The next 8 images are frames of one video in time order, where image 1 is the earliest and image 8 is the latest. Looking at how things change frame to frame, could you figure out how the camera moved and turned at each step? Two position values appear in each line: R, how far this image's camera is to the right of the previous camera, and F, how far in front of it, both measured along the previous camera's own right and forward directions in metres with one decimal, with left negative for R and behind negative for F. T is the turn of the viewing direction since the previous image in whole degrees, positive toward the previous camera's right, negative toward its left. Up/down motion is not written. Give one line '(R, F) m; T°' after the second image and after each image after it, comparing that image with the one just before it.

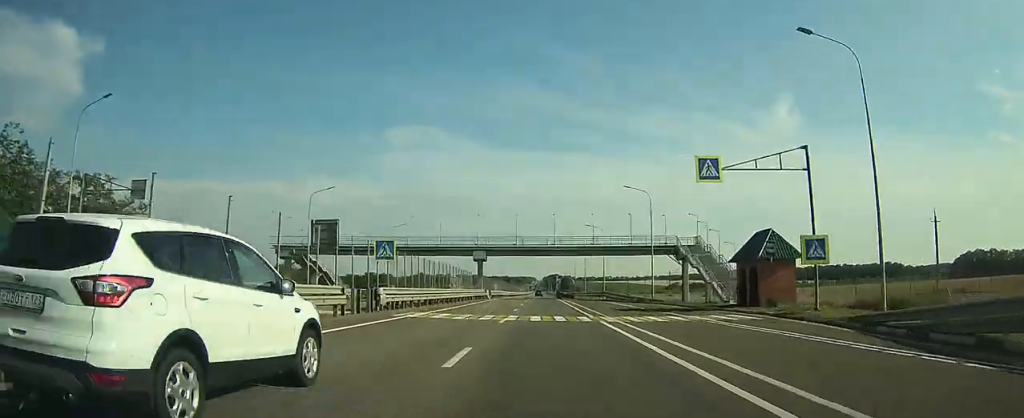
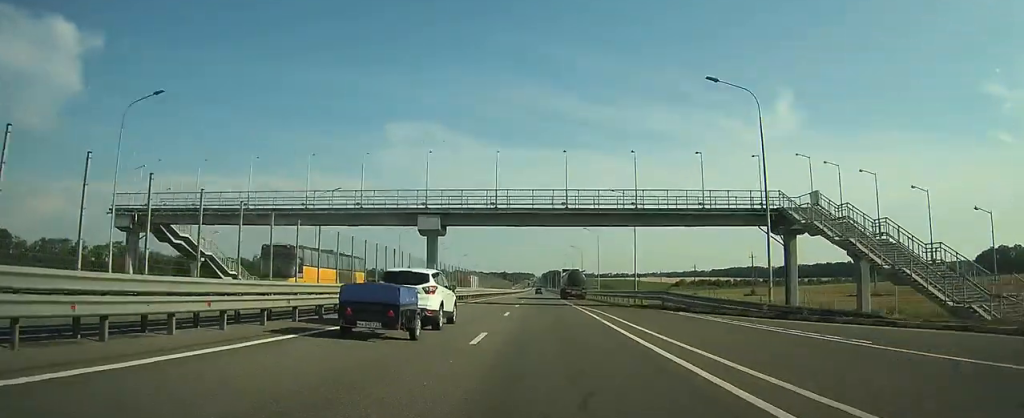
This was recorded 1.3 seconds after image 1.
(-0.8, +30.8) m; -2°
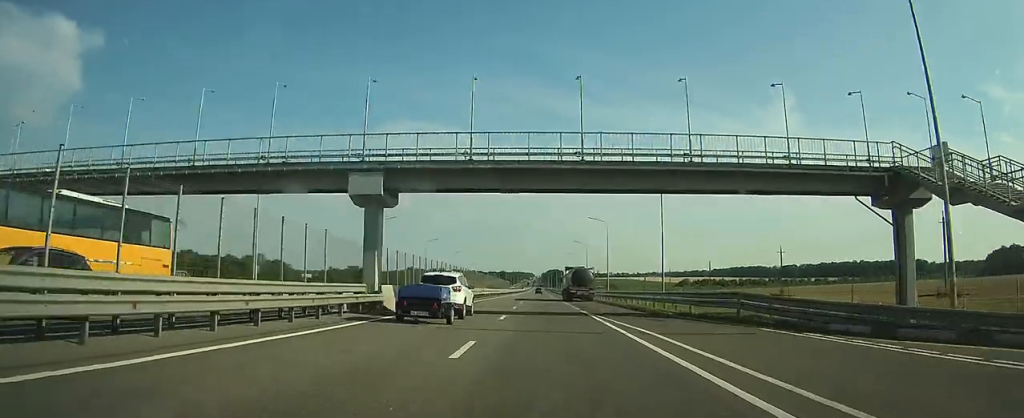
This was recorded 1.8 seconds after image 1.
(+0.2, +13.2) m; 0°
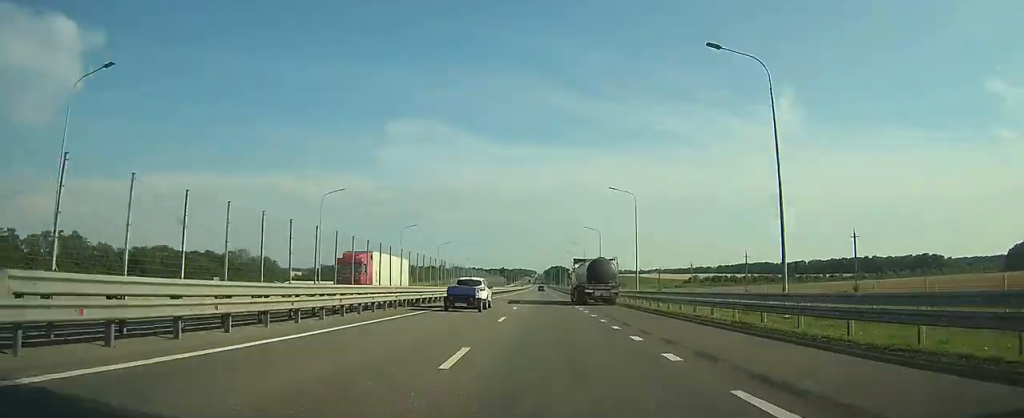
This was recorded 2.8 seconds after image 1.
(+0.2, +23.1) m; 0°
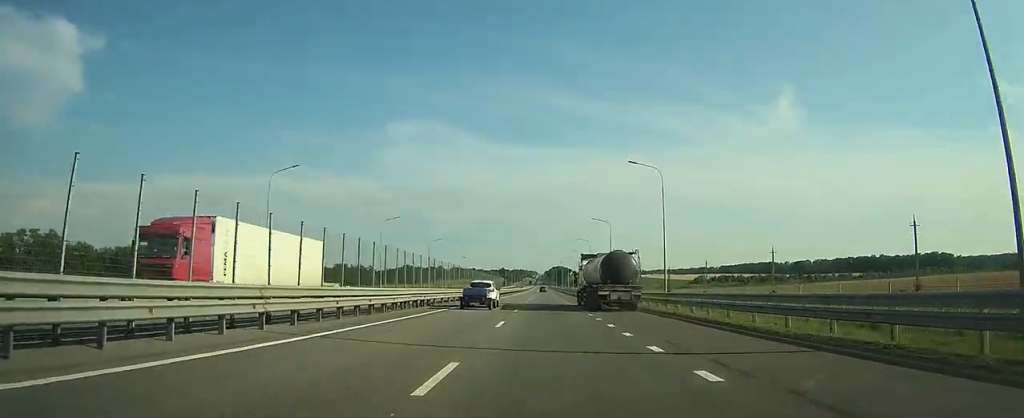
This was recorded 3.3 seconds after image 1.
(0.0, +13.0) m; 0°
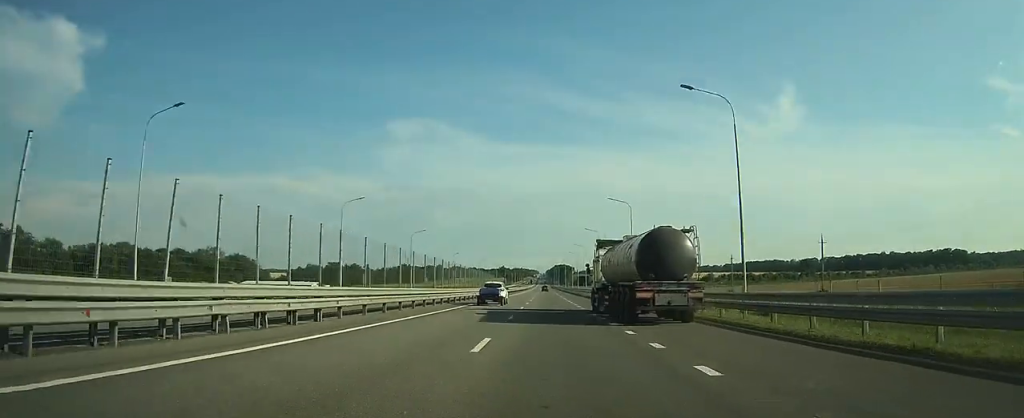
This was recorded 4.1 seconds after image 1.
(-0.1, +18.8) m; 0°
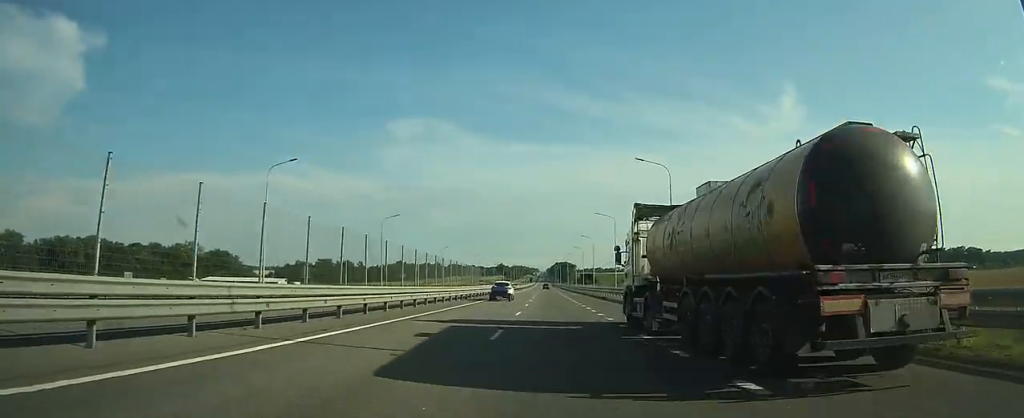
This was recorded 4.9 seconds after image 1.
(0.0, +21.1) m; 0°
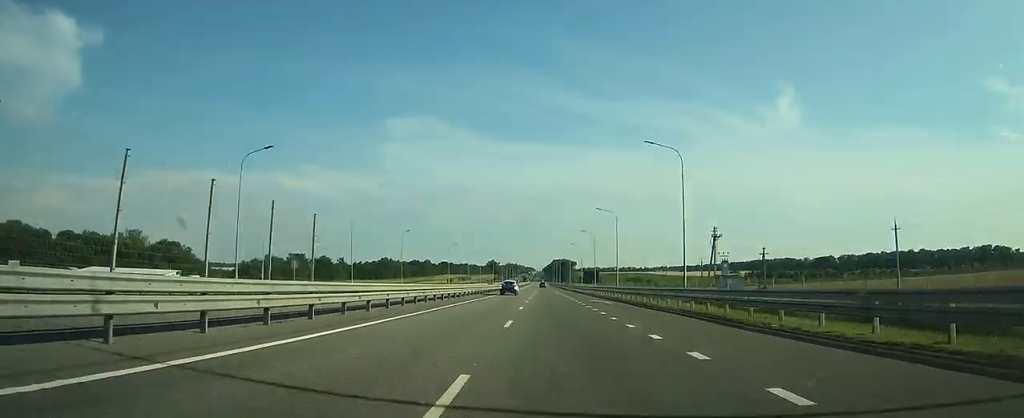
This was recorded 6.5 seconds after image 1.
(+0.2, +44.4) m; 0°
